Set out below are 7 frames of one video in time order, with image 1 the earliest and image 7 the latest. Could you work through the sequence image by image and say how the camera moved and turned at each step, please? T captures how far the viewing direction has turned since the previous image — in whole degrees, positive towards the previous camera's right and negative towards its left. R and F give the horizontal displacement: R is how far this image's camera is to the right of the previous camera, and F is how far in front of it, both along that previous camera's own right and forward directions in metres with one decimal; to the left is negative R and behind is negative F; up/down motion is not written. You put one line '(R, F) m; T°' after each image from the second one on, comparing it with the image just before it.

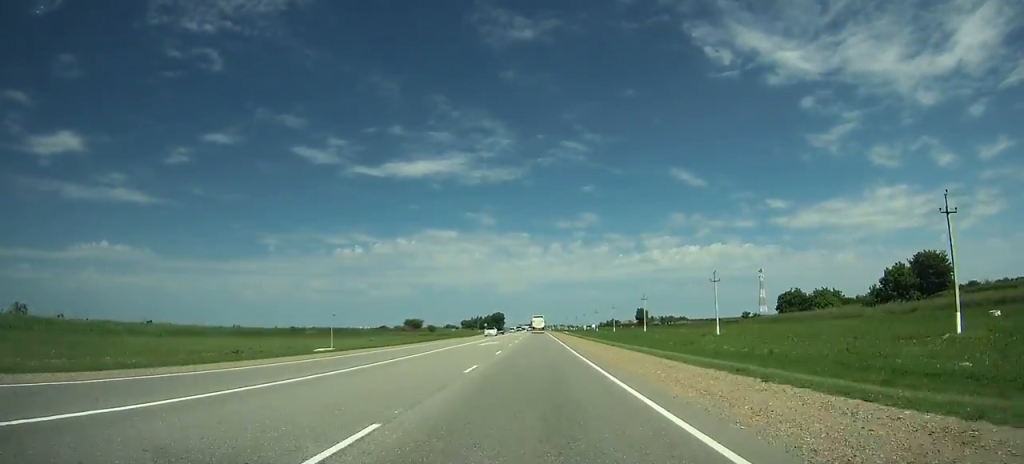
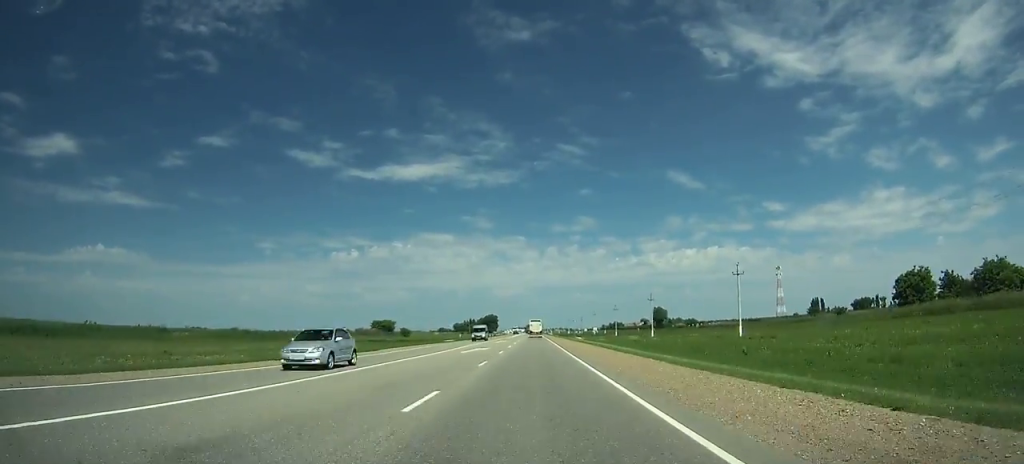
(+0.1, +68.1) m; 0°
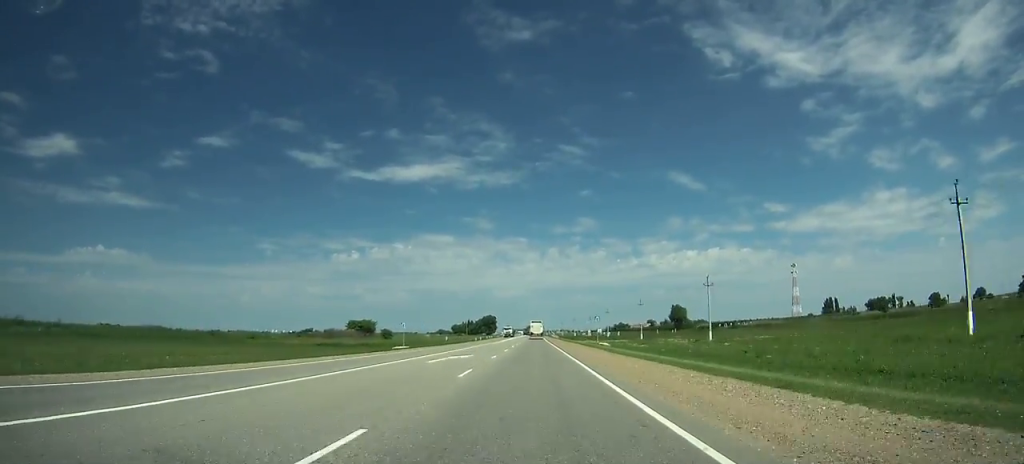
(0.0, +39.5) m; 0°
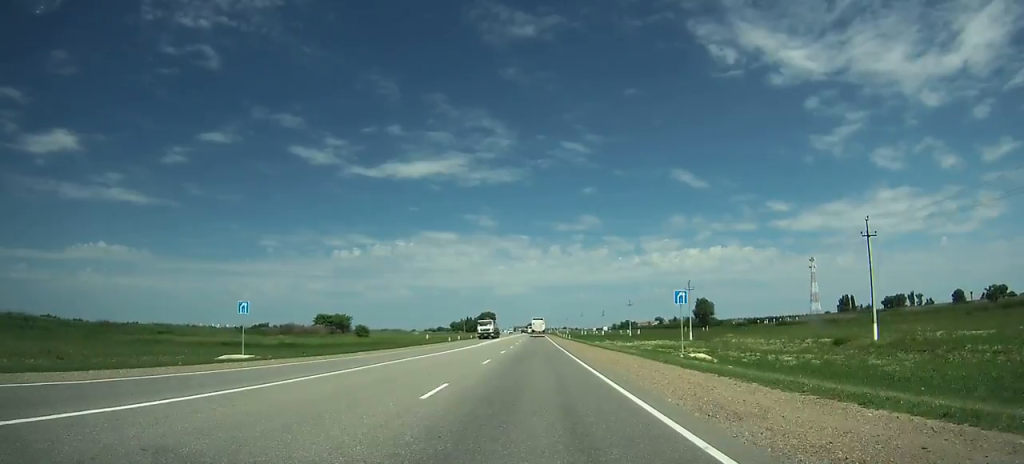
(-0.1, +39.4) m; 0°
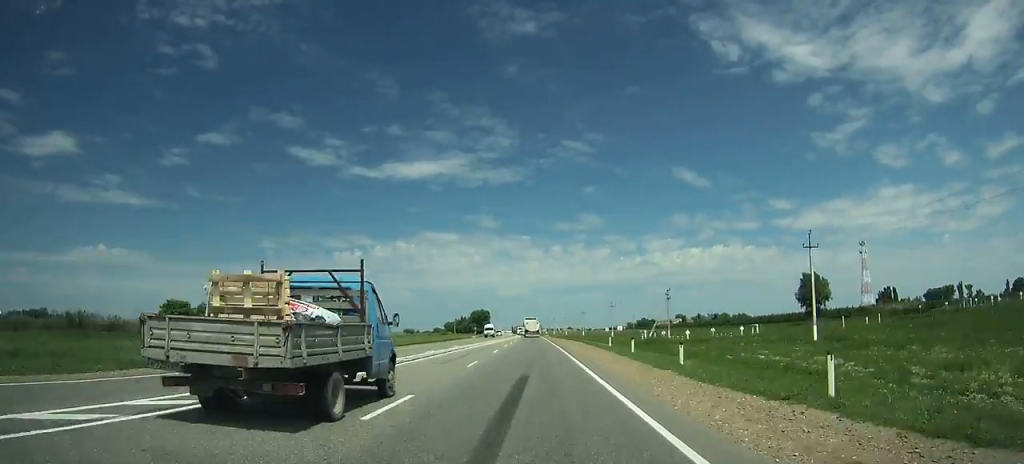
(+0.3, +94.7) m; 0°
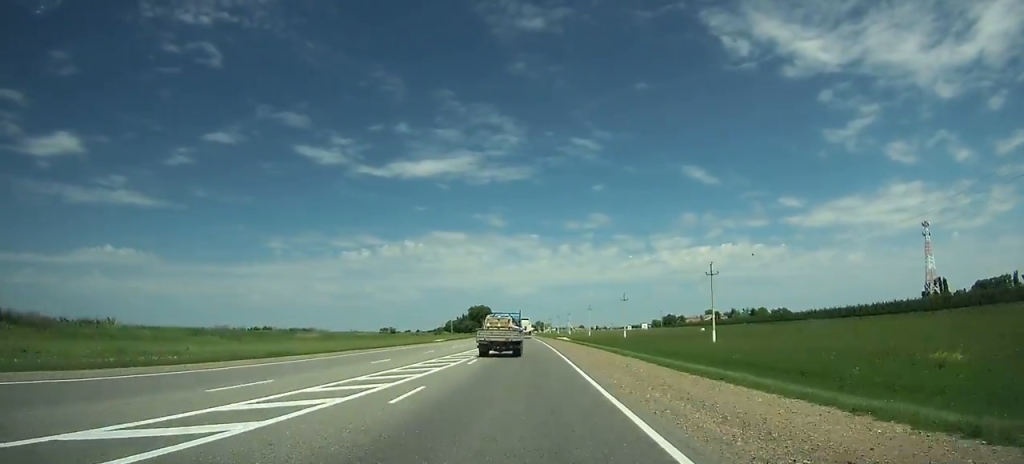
(-0.8, +82.2) m; -2°
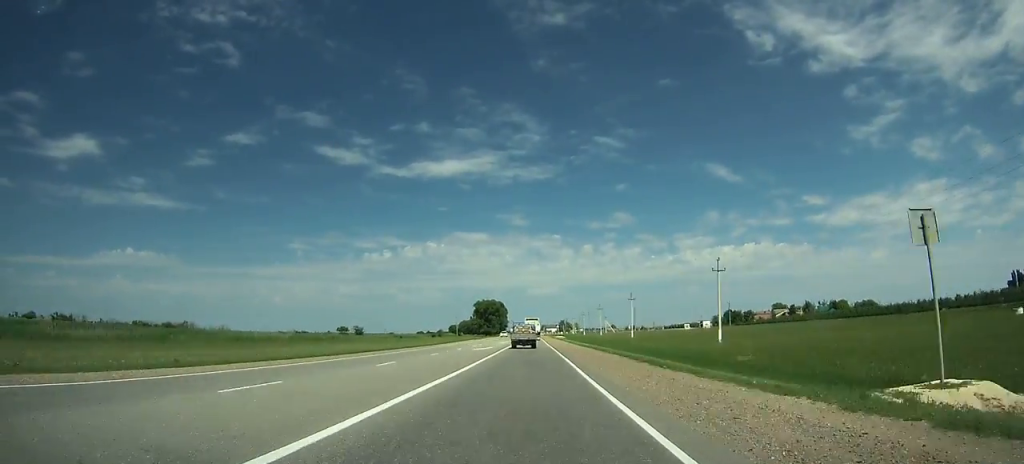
(-2.2, +111.3) m; -2°
